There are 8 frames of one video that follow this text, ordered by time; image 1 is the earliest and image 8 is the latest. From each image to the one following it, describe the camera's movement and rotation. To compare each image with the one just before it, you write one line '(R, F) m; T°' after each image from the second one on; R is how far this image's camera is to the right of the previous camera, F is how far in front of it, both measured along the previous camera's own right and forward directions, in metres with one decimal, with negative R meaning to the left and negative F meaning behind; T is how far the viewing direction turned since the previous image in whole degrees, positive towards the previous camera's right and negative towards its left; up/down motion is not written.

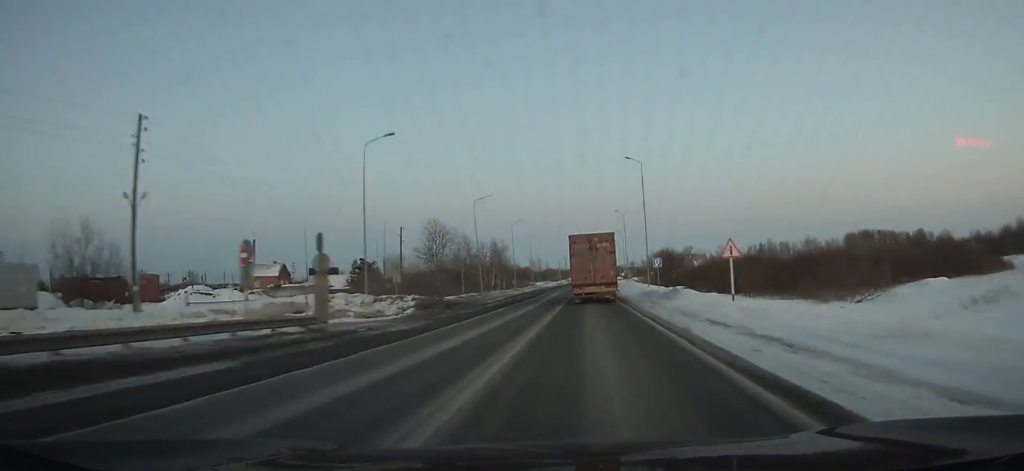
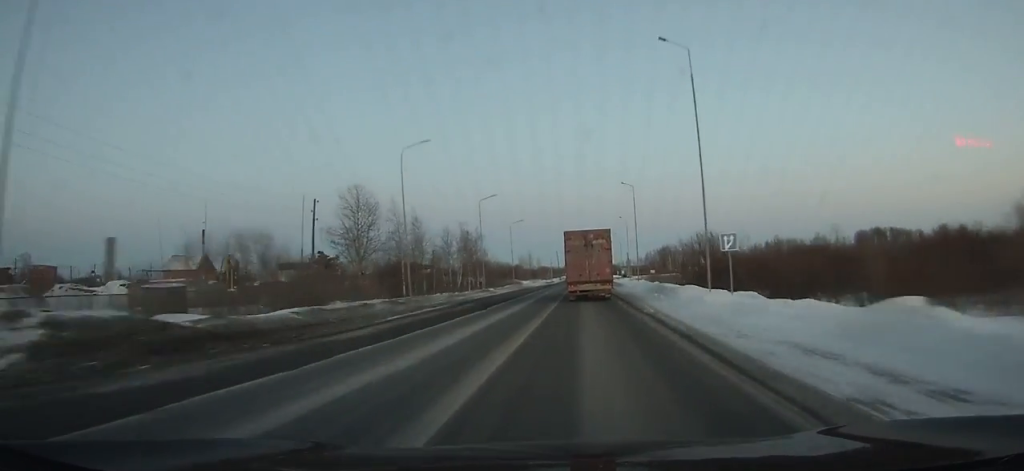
(0.0, +25.5) m; 0°
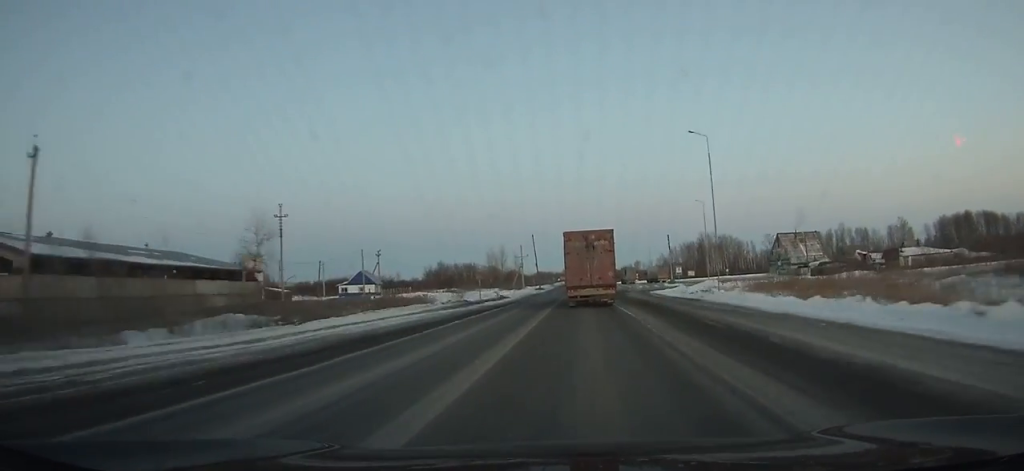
(+0.1, +101.1) m; 0°
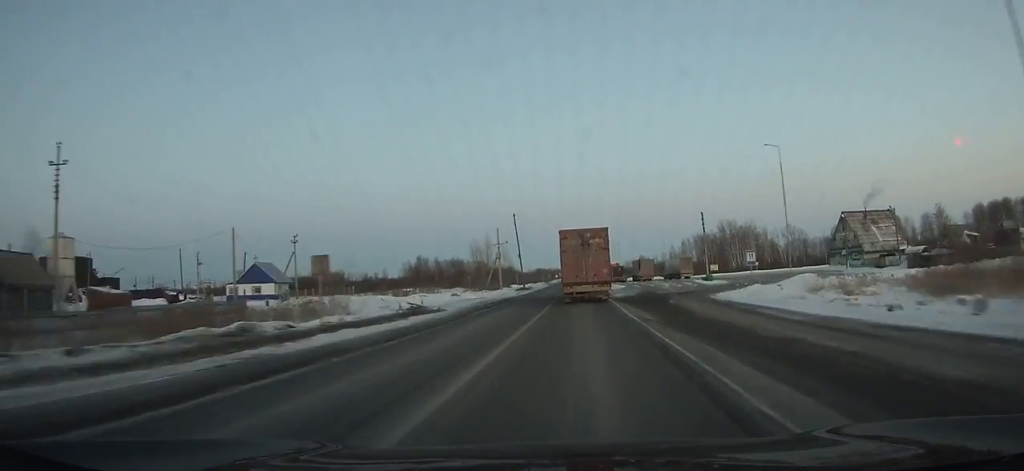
(+0.1, +32.8) m; 0°
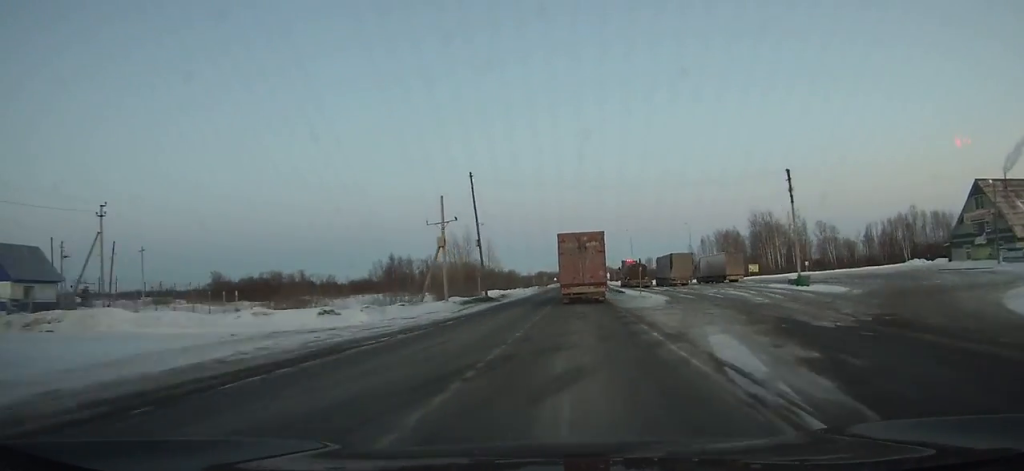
(+0.2, +34.8) m; 0°
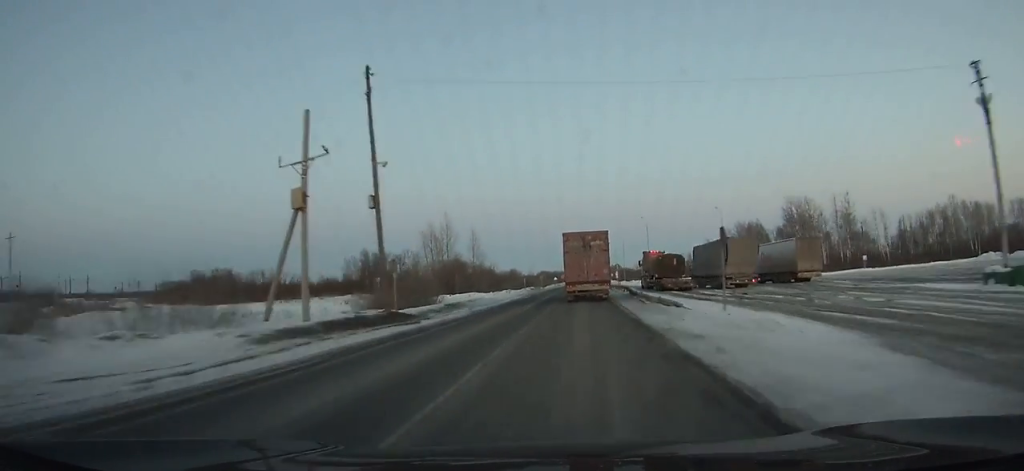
(-0.1, +25.3) m; 0°
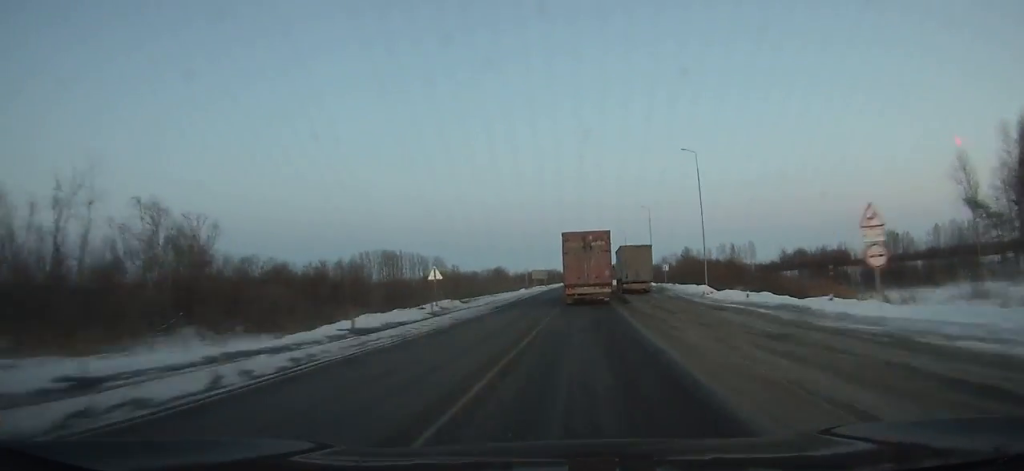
(-0.6, +137.2) m; 0°
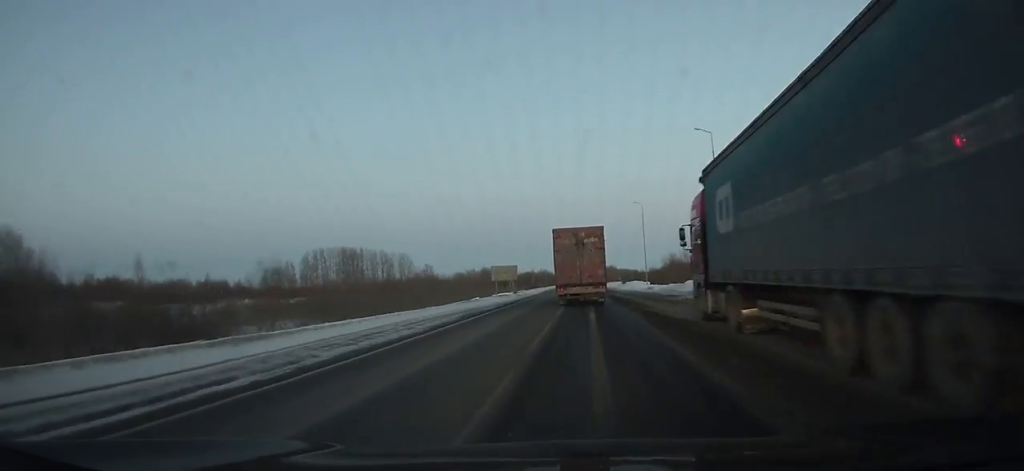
(+0.1, +45.1) m; 0°
